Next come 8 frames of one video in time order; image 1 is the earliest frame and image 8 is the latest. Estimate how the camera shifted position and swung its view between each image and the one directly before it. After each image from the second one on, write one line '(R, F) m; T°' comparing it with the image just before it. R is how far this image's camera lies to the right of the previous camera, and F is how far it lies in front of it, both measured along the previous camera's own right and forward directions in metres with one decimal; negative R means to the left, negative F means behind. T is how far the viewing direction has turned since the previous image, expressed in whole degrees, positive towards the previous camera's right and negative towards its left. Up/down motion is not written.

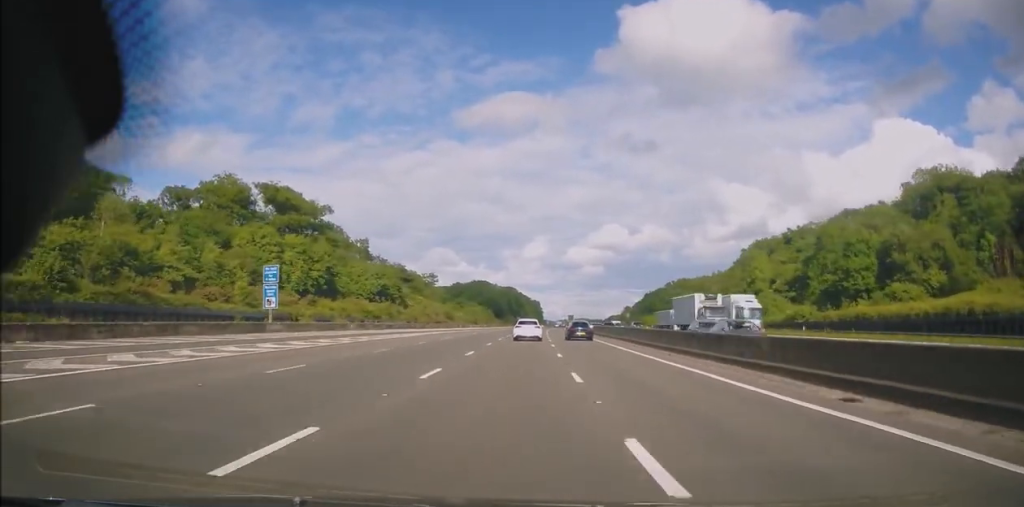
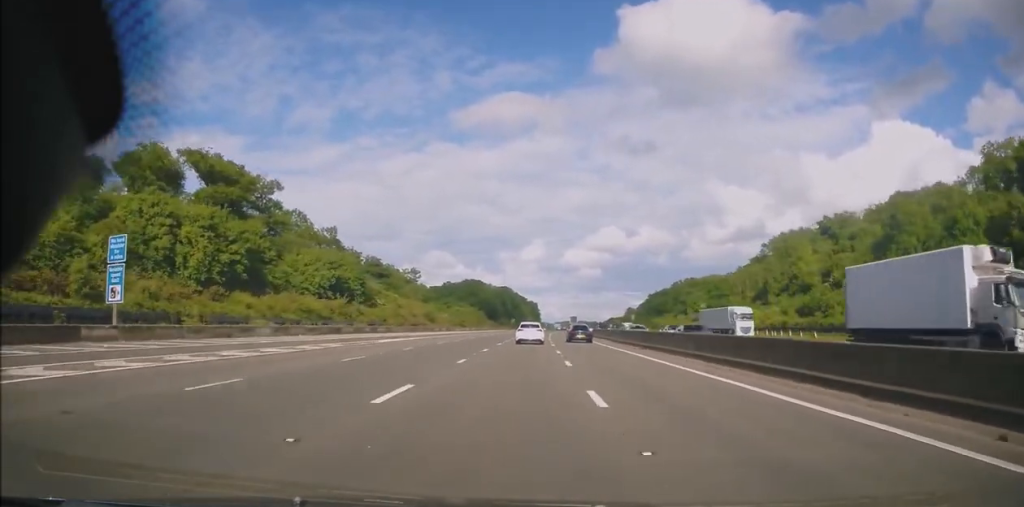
(+0.1, +21.6) m; +1°
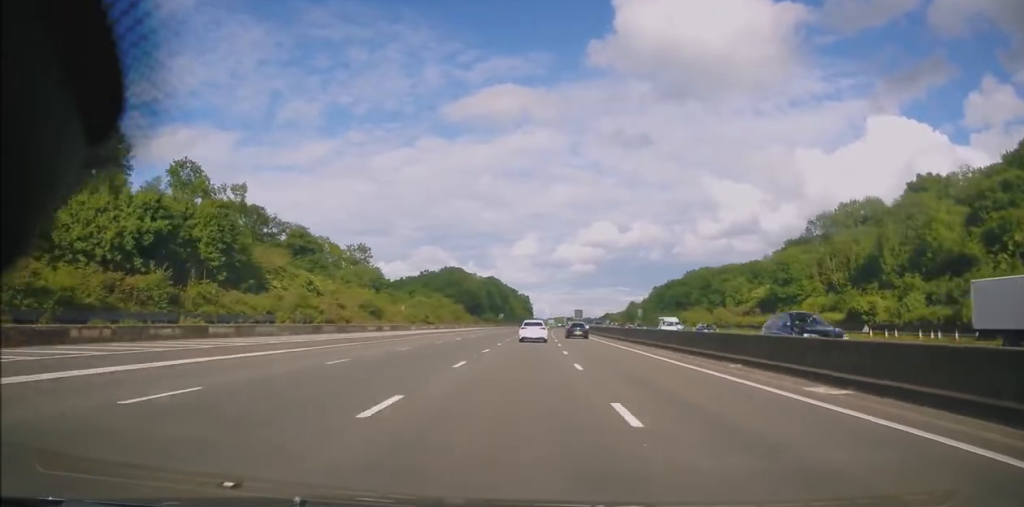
(+0.5, +37.7) m; +1°
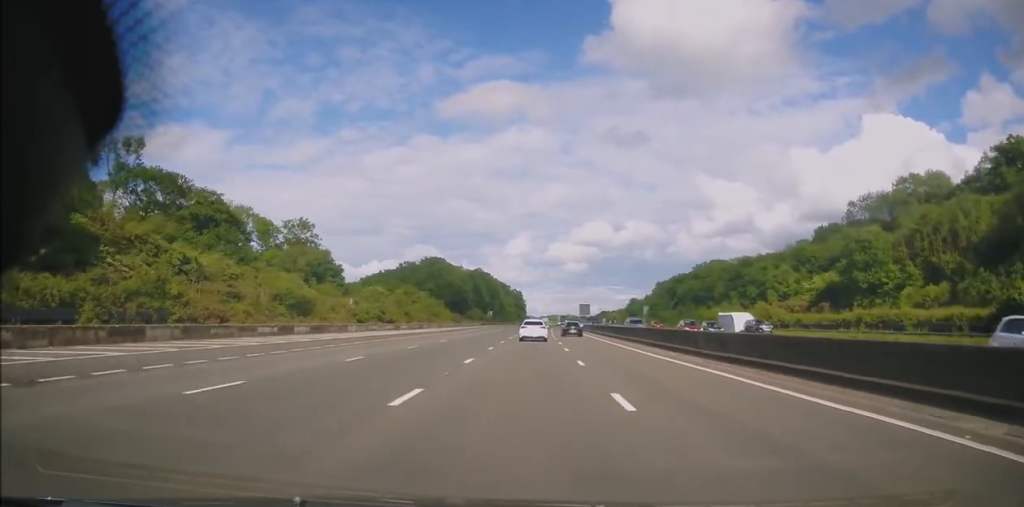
(0.0, +24.8) m; 0°
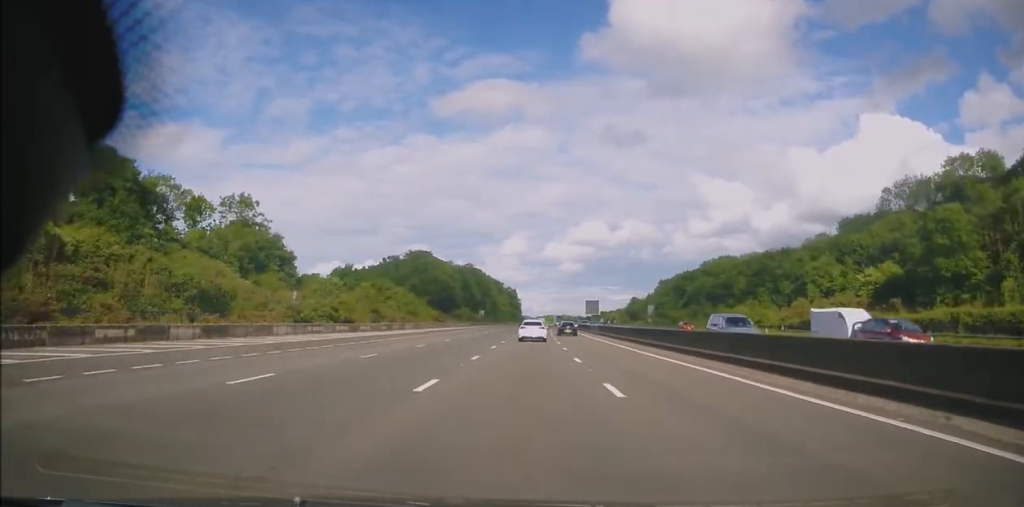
(-0.1, +16.2) m; 0°
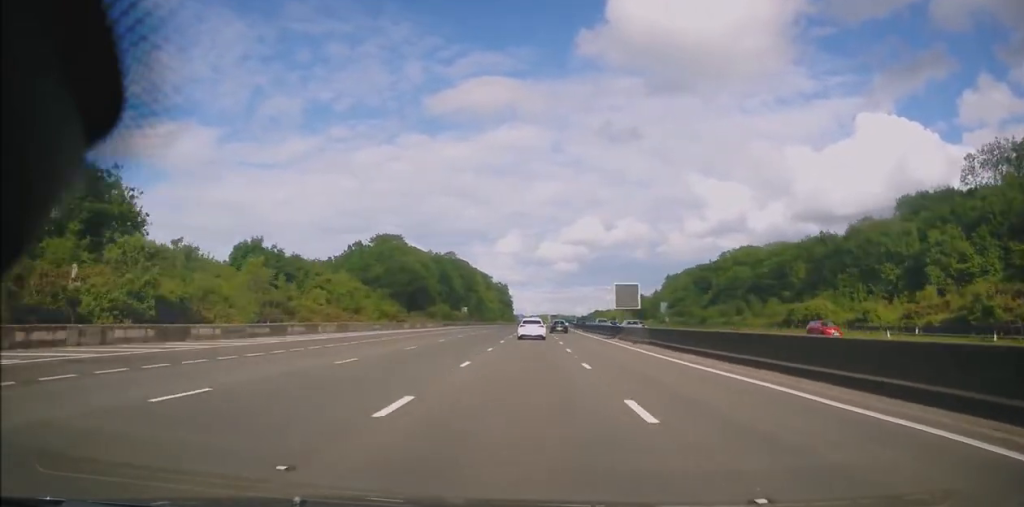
(+0.3, +29.1) m; +1°
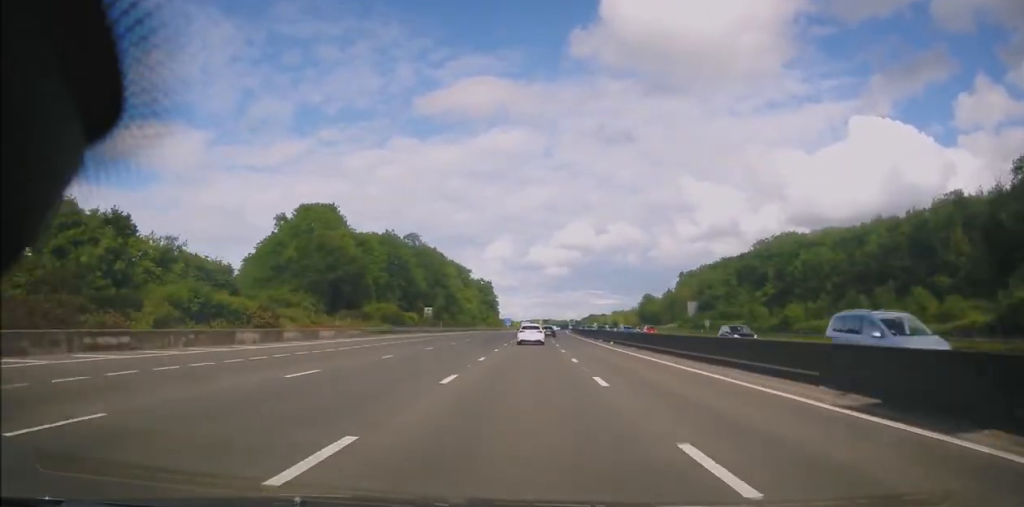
(+0.3, +38.8) m; 0°
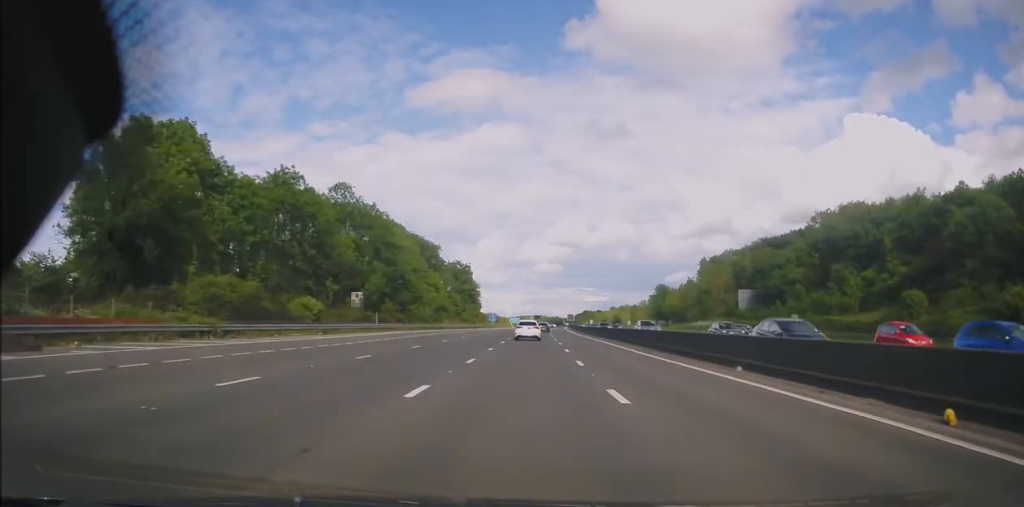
(0.0, +38.9) m; +1°
